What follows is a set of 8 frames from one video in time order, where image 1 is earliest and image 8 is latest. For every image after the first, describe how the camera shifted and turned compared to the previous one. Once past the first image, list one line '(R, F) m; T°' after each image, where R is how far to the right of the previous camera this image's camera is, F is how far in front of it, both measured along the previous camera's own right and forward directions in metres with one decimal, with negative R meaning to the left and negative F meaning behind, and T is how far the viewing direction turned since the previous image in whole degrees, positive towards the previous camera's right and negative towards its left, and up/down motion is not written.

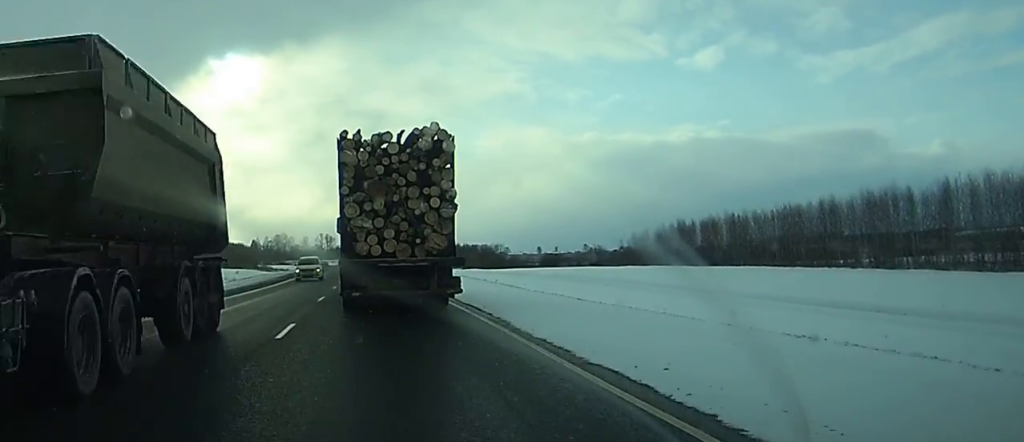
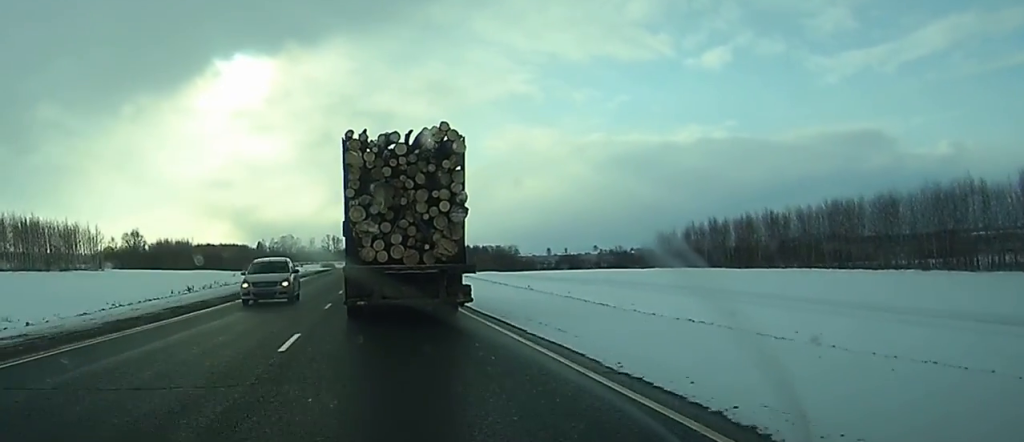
(0.0, +12.8) m; 0°
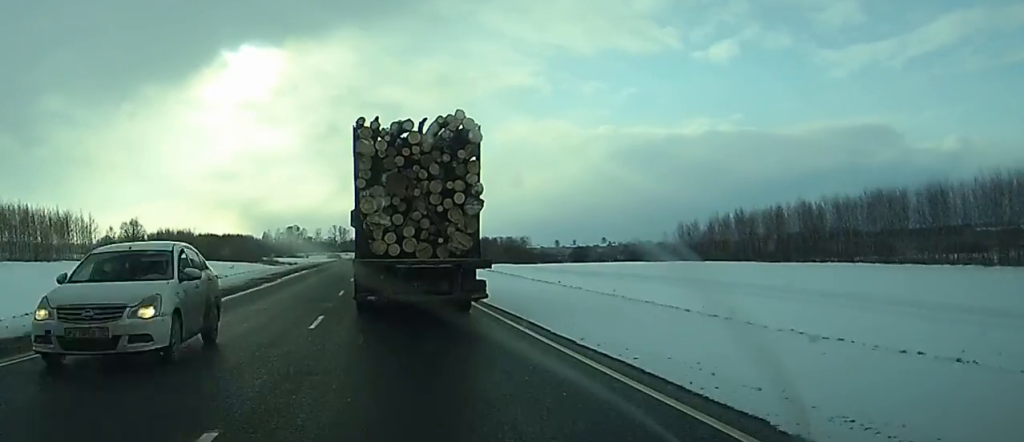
(-0.1, +8.9) m; 0°
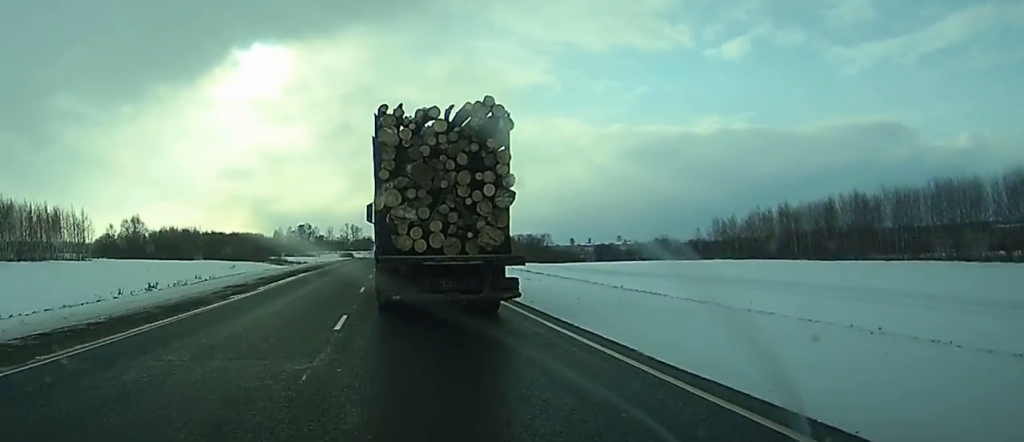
(0.0, +12.4) m; 0°
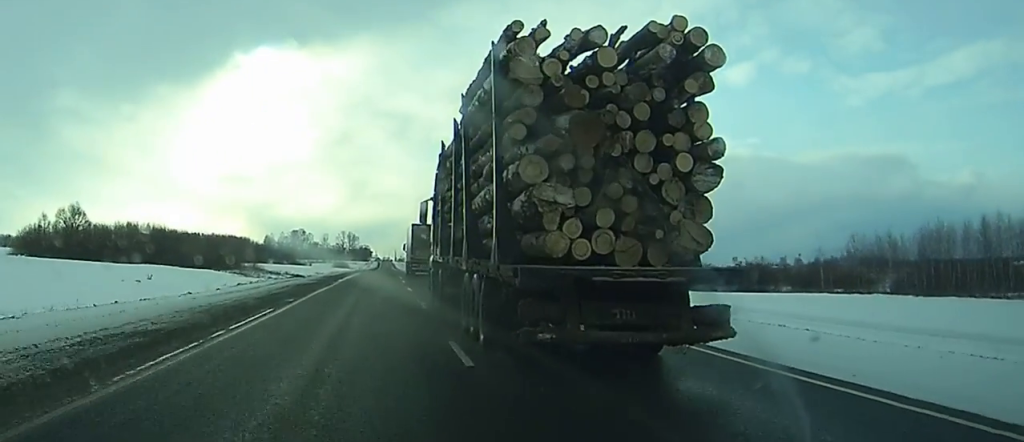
(-0.7, +51.0) m; -1°
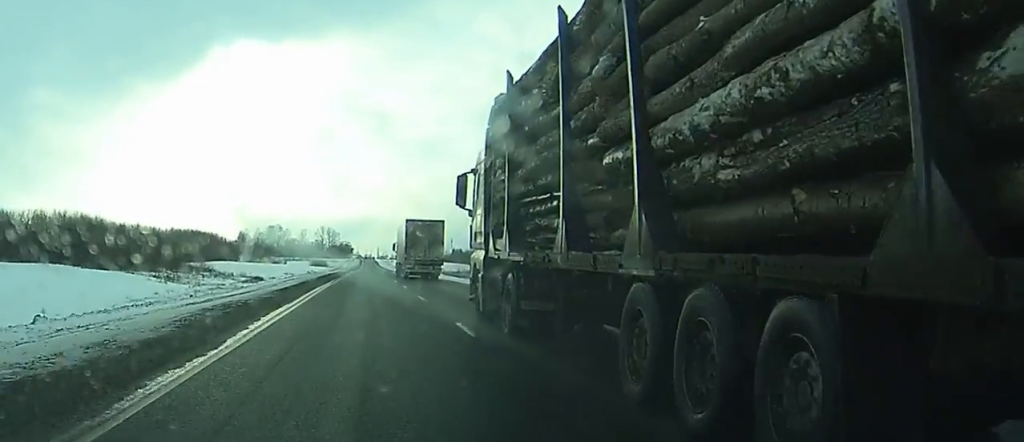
(+0.2, +43.6) m; +1°
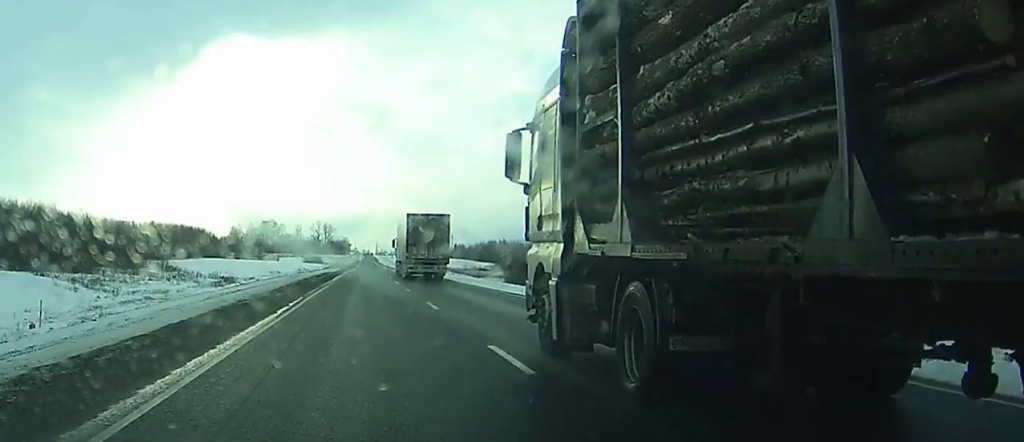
(+0.2, +27.9) m; +1°
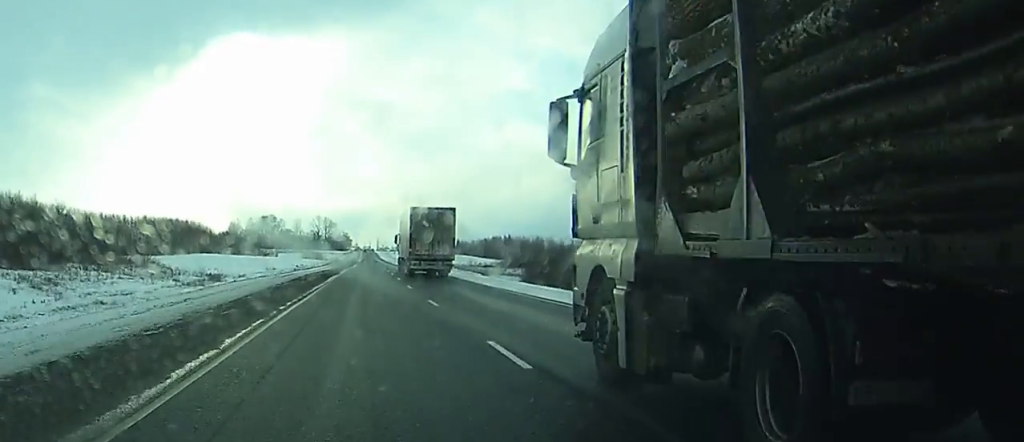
(0.0, +11.3) m; 0°
